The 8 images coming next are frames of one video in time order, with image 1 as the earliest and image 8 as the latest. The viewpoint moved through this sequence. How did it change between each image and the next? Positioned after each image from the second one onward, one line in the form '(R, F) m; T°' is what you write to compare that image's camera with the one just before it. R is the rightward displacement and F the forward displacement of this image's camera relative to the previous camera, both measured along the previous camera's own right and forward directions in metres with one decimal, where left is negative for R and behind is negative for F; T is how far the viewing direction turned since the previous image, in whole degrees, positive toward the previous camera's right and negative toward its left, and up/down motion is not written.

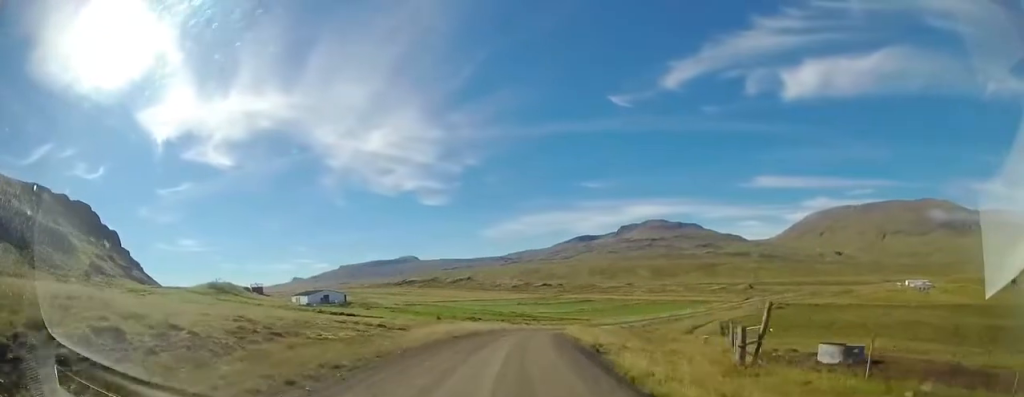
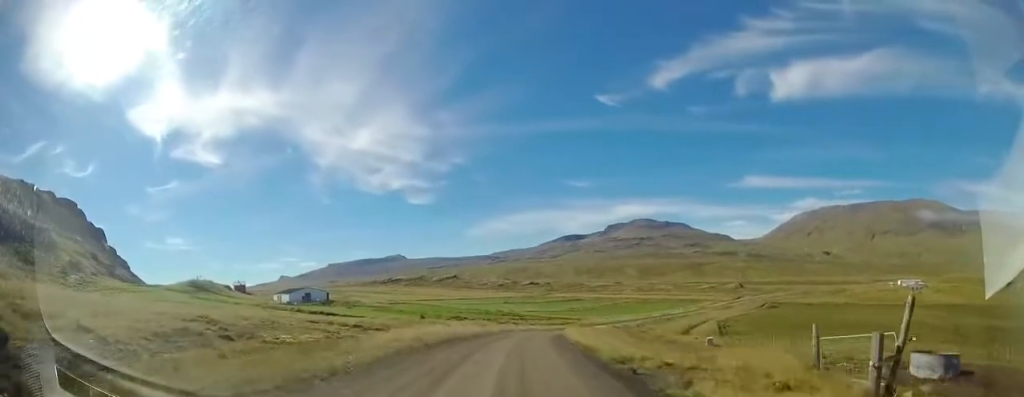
(+0.1, +5.4) m; +3°
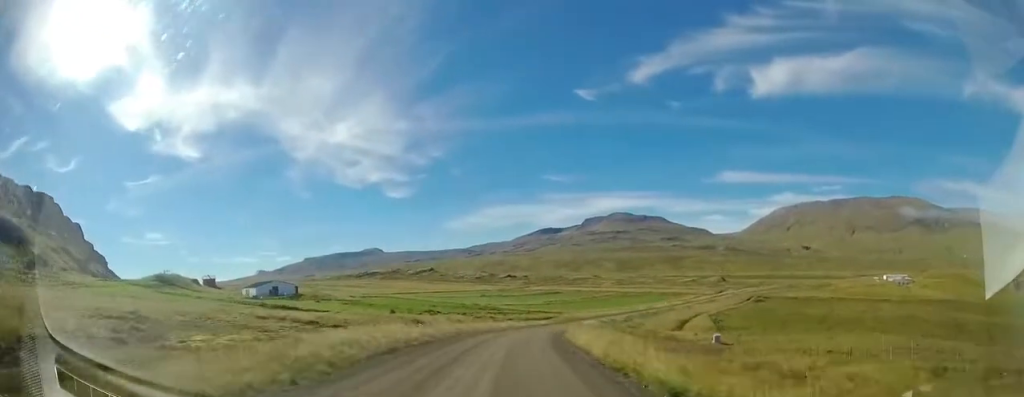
(+0.2, +8.4) m; +7°
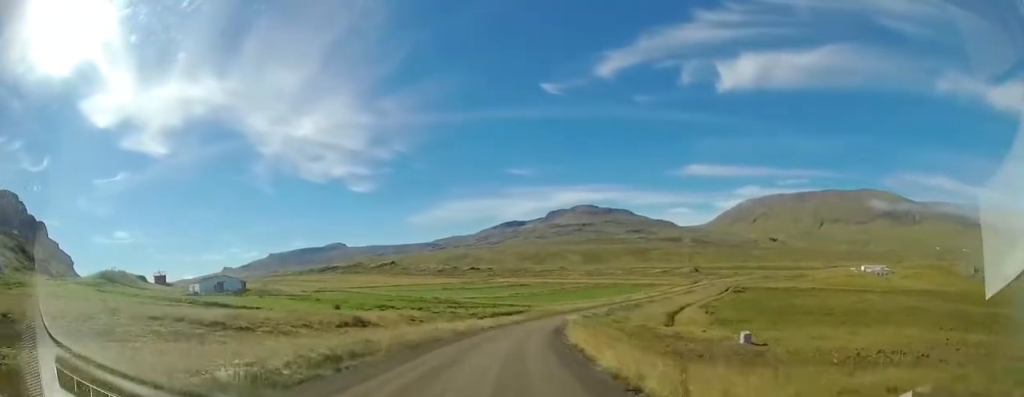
(+1.2, +14.0) m; +3°
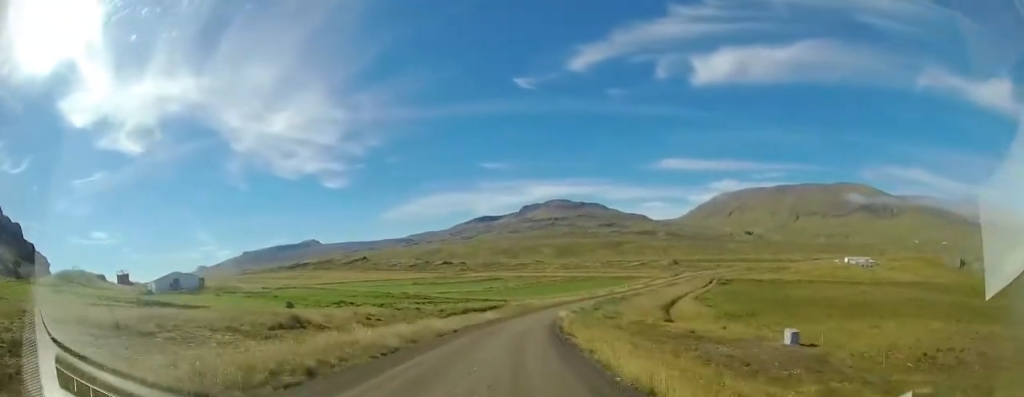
(-0.4, +11.0) m; -1°
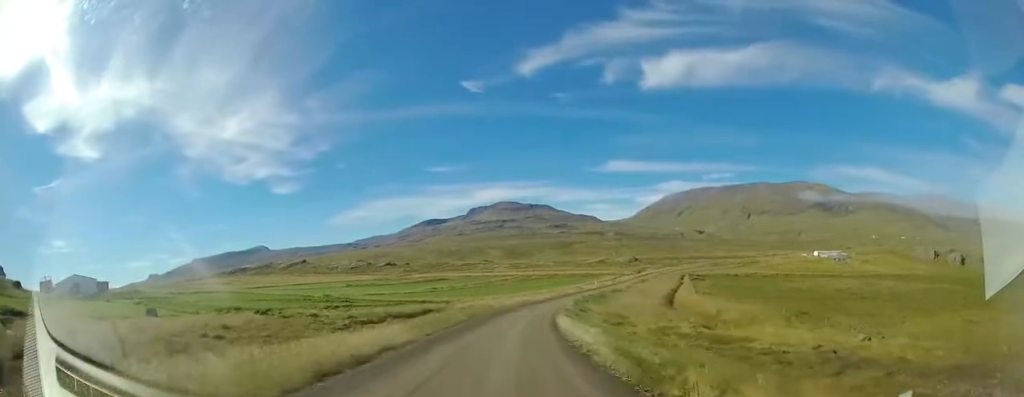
(+2.0, +26.7) m; +7°
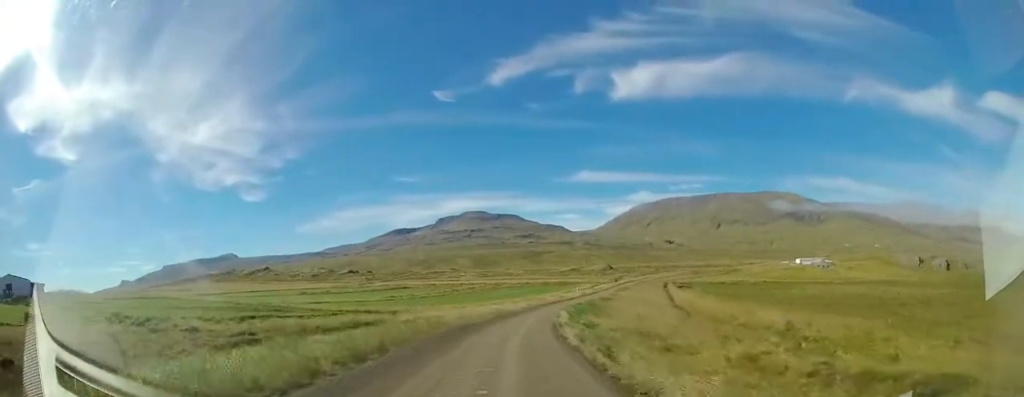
(+0.4, +18.2) m; +6°
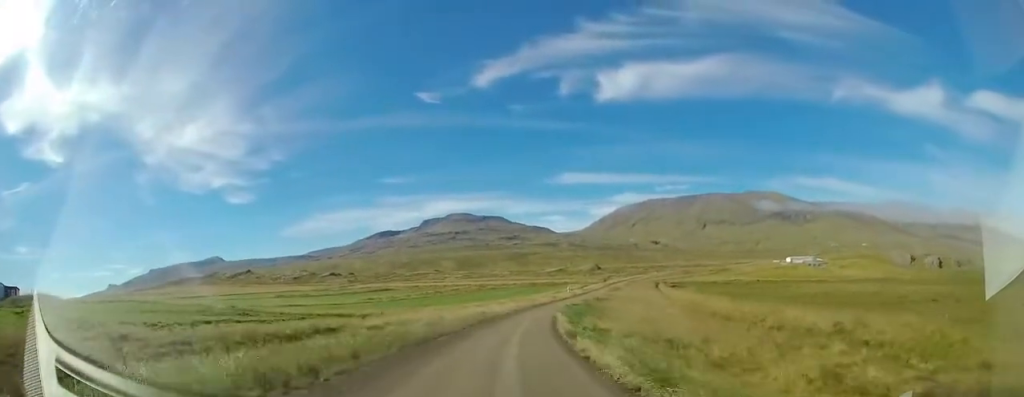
(0.0, +7.1) m; +4°
